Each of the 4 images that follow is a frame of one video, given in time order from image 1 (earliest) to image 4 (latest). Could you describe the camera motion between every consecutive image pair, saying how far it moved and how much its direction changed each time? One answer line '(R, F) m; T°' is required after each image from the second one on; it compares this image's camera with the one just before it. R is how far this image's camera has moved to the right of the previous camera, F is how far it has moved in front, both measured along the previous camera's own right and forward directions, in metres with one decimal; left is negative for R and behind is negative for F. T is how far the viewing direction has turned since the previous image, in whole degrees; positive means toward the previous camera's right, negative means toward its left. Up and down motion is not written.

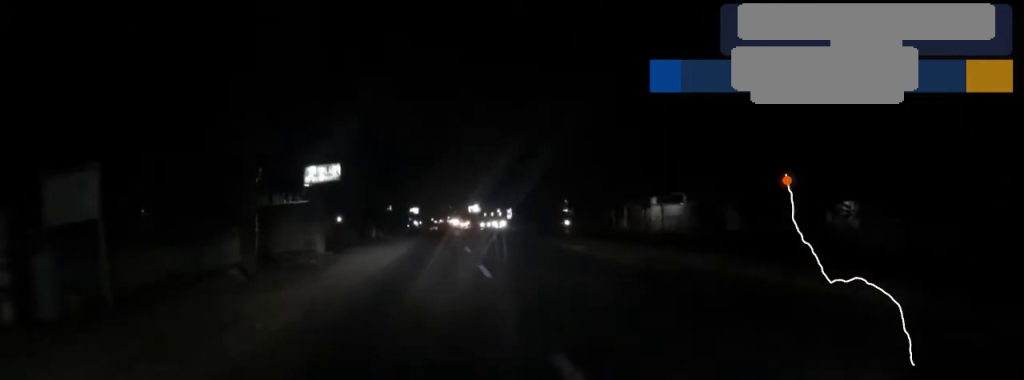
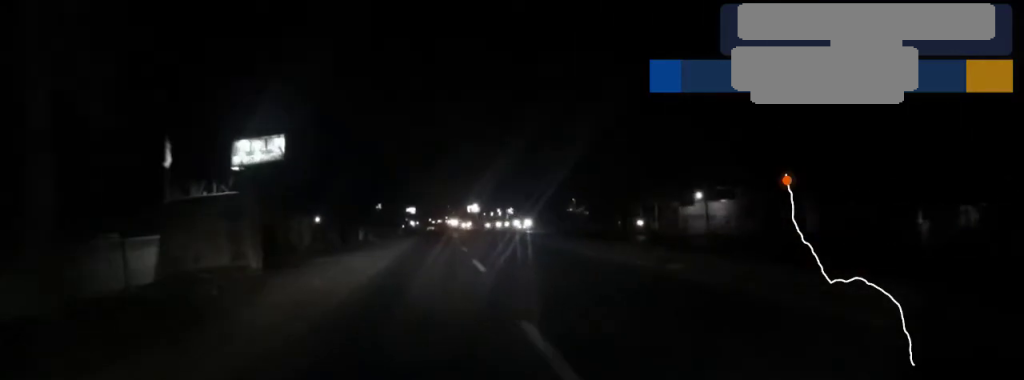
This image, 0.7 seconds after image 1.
(+0.6, +7.1) m; 0°
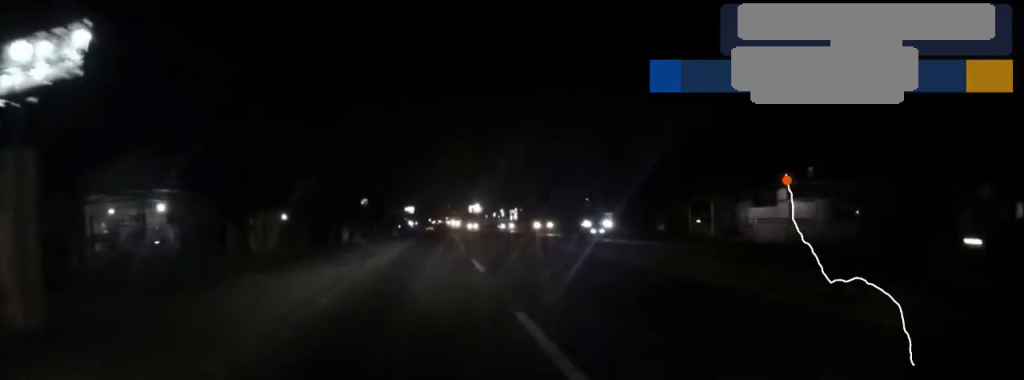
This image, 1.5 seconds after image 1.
(-1.1, +8.0) m; -1°
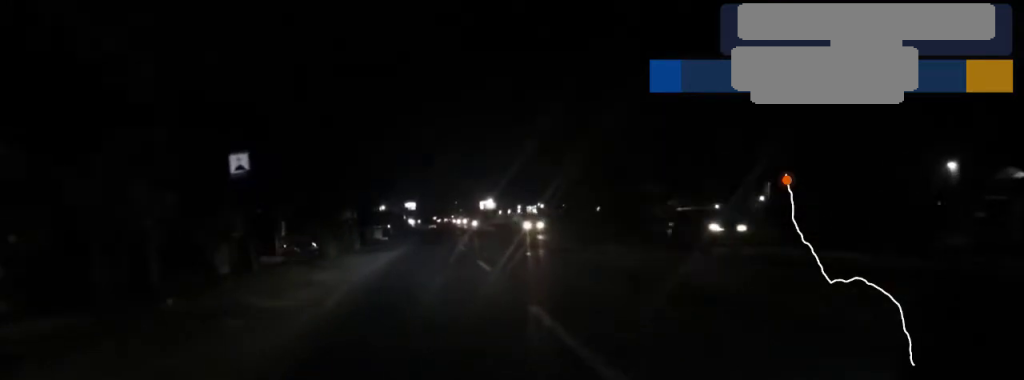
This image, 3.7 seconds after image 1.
(-0.6, +23.2) m; -7°
